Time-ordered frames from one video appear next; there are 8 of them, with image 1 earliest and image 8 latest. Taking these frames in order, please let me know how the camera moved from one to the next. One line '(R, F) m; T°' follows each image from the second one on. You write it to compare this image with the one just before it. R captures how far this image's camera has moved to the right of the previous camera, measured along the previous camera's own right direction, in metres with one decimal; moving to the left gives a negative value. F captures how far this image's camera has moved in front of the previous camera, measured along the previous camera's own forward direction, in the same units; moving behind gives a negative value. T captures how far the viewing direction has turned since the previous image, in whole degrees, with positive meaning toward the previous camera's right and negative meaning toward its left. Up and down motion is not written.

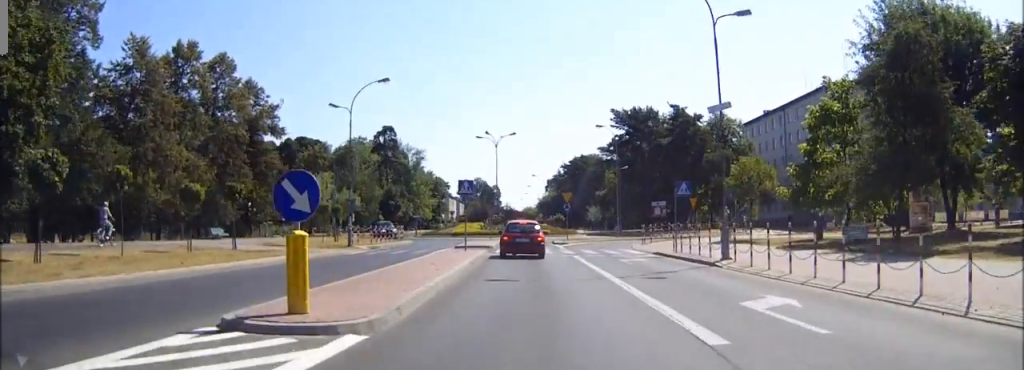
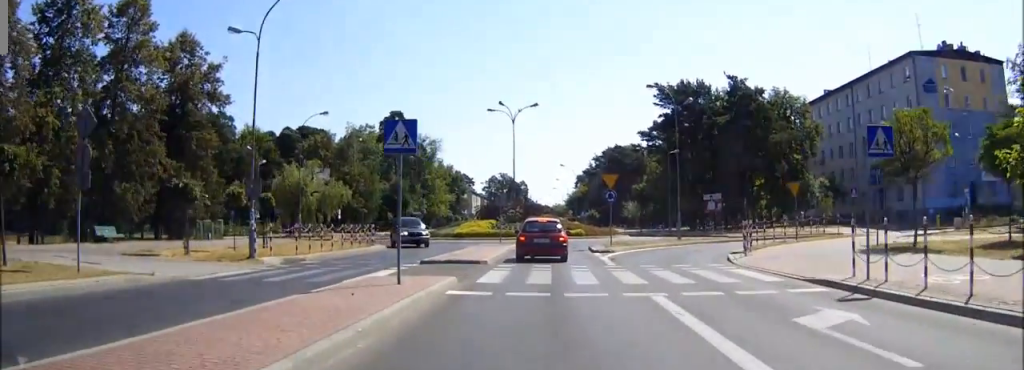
(-0.4, +17.3) m; -2°
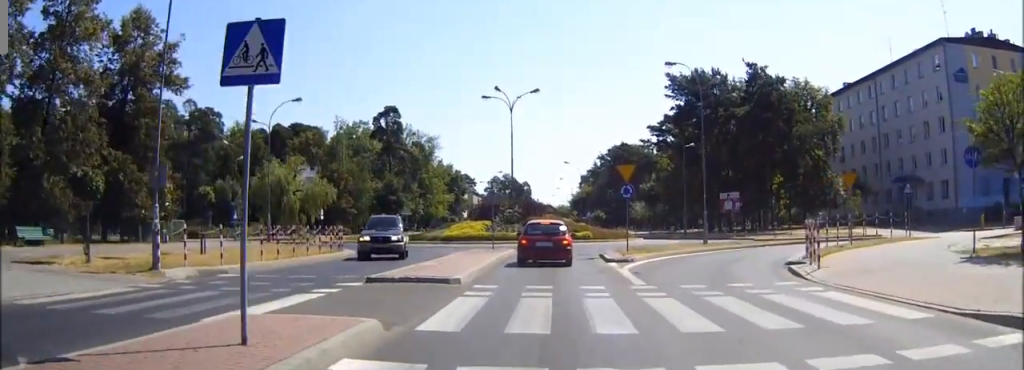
(0.0, +7.0) m; 0°
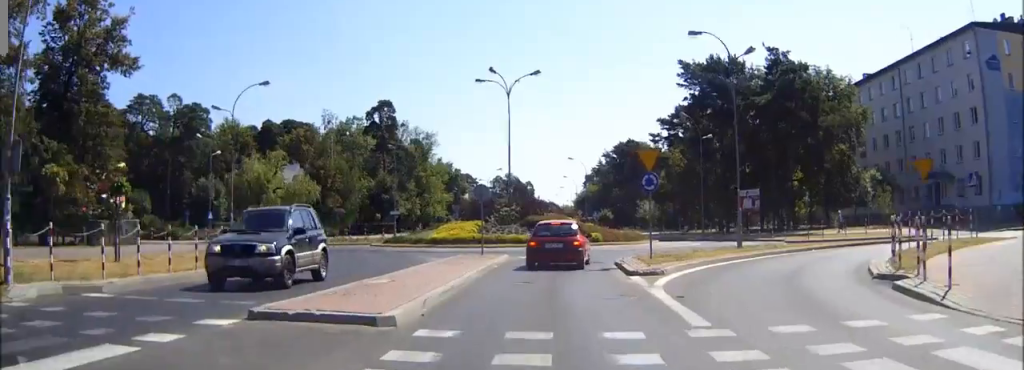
(0.0, +6.4) m; -1°
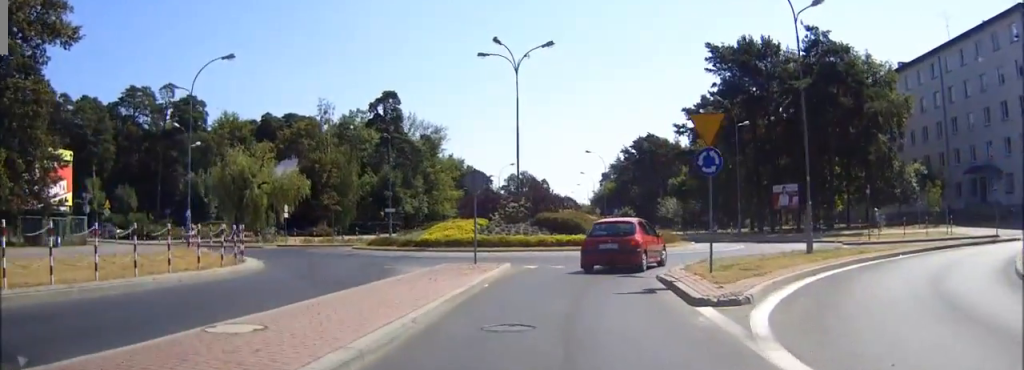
(-0.1, +7.1) m; -1°
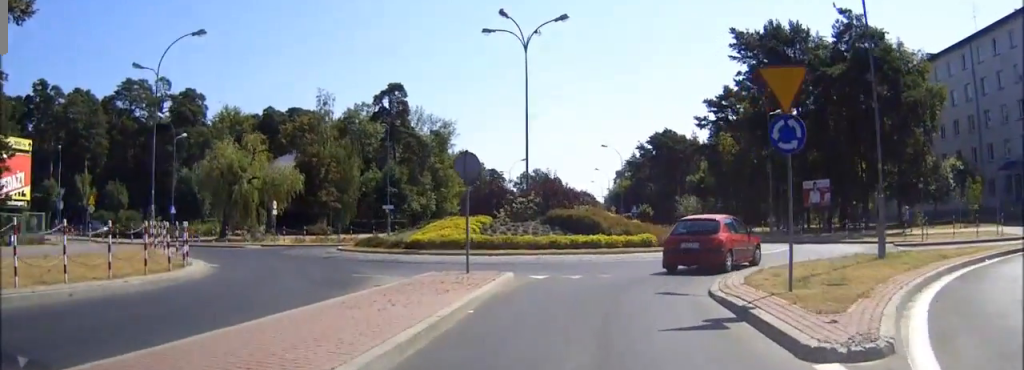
(0.0, +4.7) m; +1°
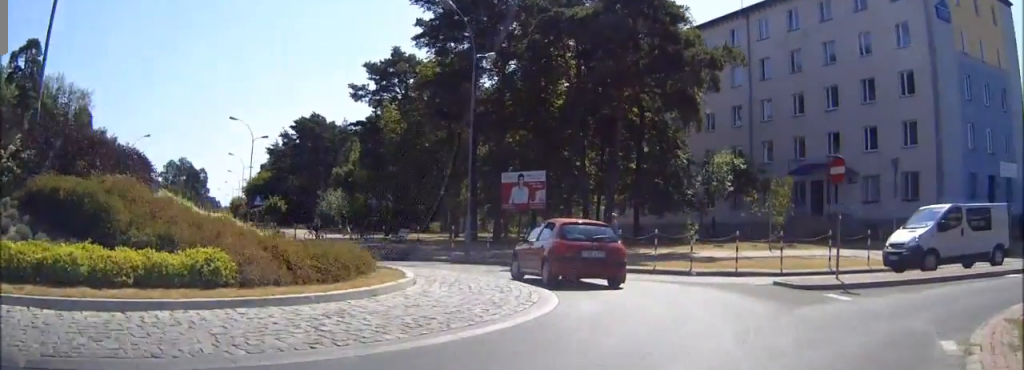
(+2.4, +17.3) m; +25°
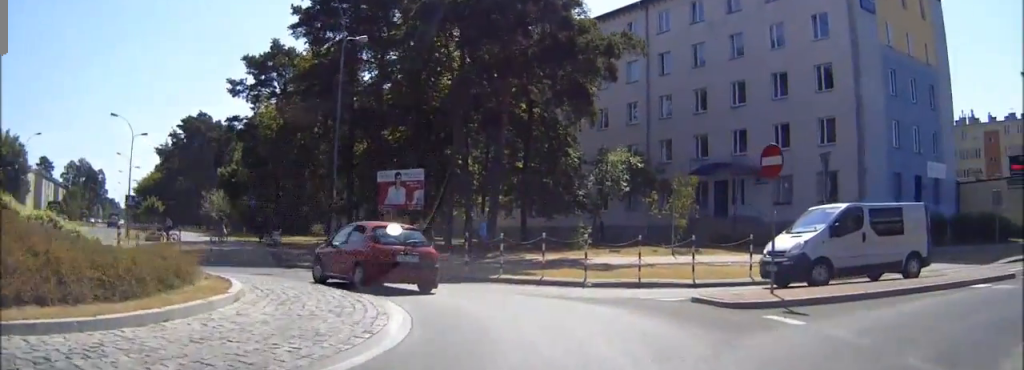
(+0.4, +3.1) m; +4°
